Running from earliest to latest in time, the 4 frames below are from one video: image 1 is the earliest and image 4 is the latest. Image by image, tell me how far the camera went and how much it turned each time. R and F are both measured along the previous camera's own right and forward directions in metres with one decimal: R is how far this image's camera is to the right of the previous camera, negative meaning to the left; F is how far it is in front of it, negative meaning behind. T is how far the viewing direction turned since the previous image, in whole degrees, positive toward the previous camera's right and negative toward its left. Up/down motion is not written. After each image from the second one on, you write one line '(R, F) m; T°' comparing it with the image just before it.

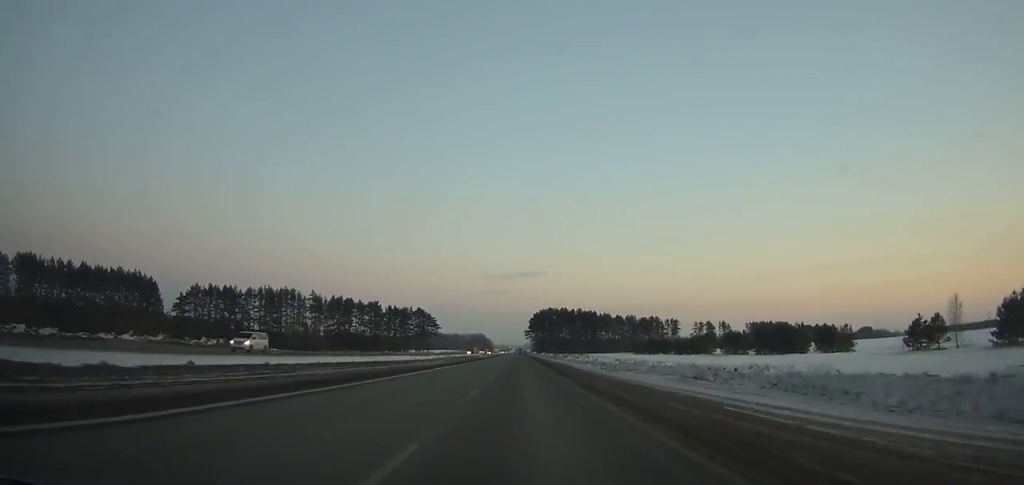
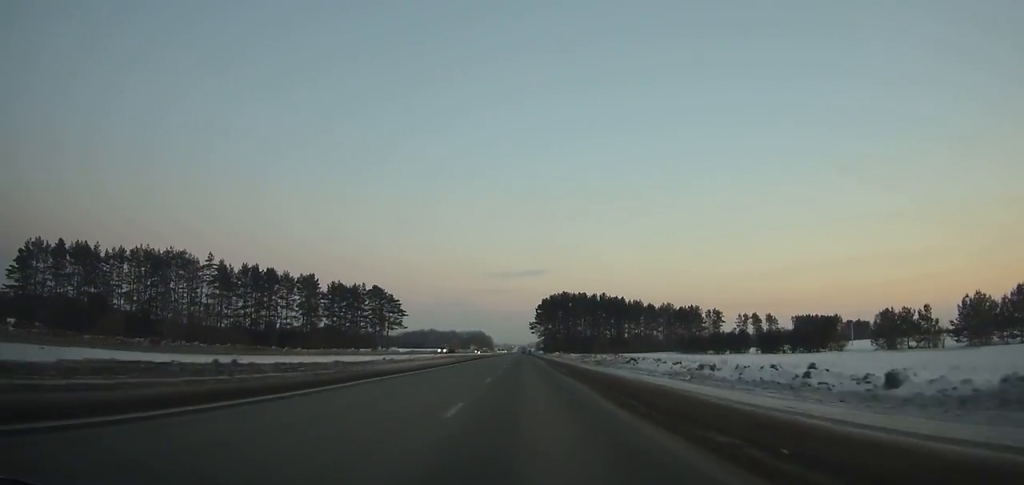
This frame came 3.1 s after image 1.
(-0.2, +77.9) m; 0°
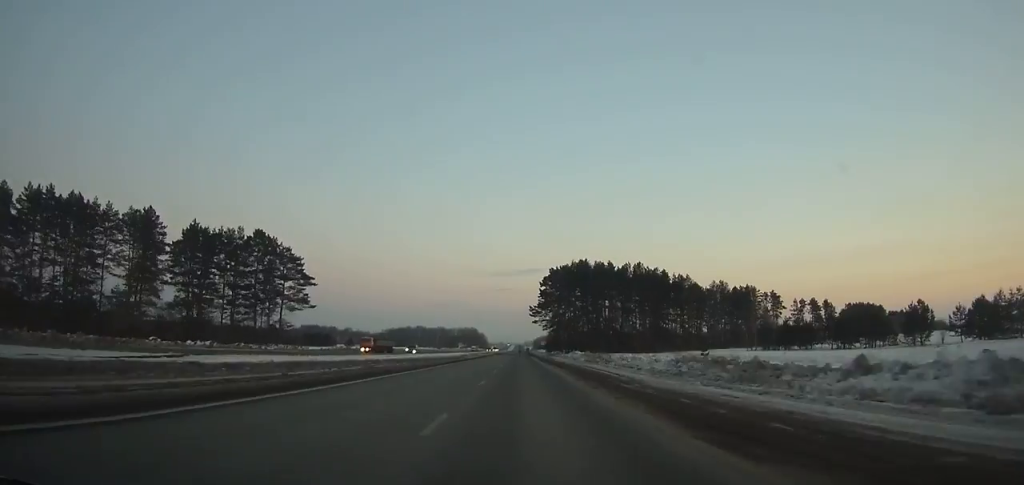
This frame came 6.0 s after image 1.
(0.0, +72.3) m; 0°
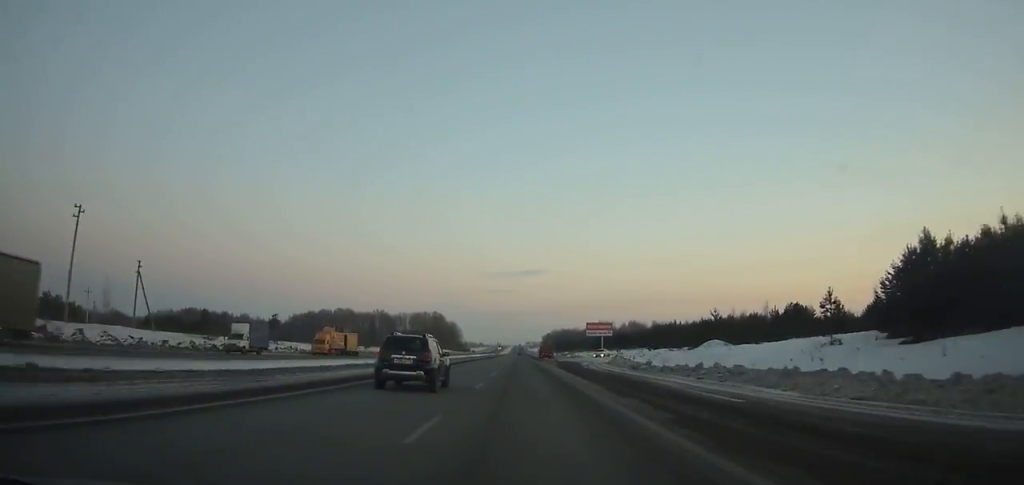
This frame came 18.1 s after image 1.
(-0.2, +300.8) m; 0°
